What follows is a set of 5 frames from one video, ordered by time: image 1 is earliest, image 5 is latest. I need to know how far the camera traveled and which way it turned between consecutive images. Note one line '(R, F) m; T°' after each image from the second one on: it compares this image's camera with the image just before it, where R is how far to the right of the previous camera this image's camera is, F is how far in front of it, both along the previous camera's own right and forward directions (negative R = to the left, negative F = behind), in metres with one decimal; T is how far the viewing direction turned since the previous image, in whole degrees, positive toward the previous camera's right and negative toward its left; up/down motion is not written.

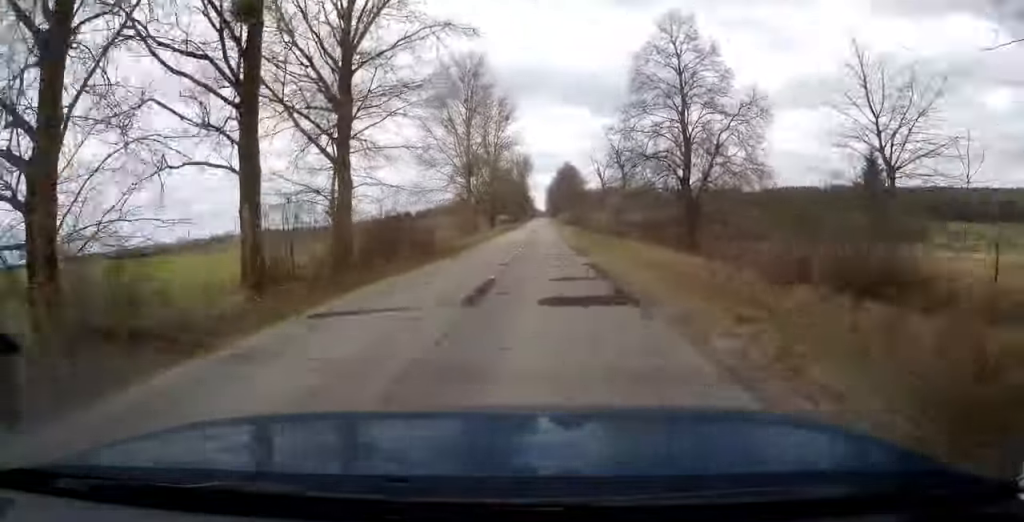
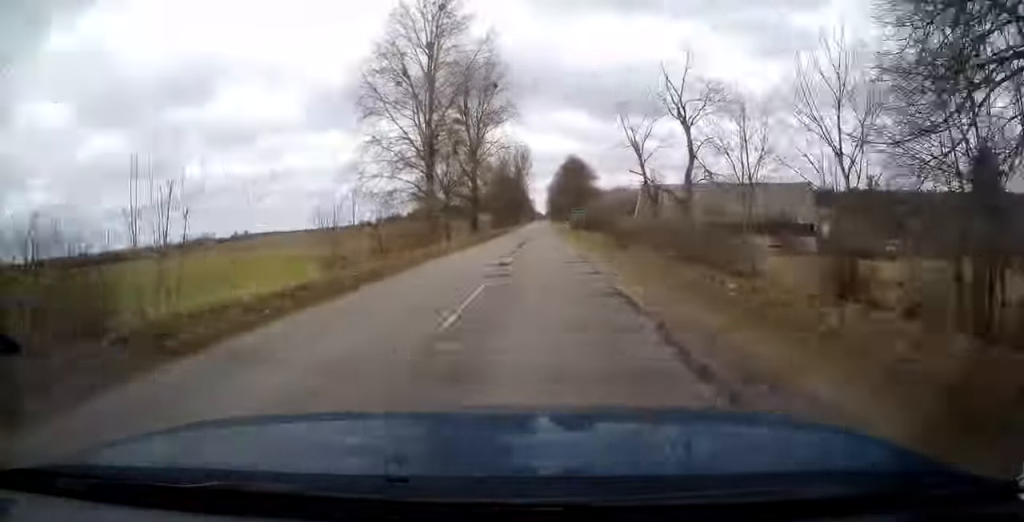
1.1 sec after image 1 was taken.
(0.0, +29.8) m; 0°
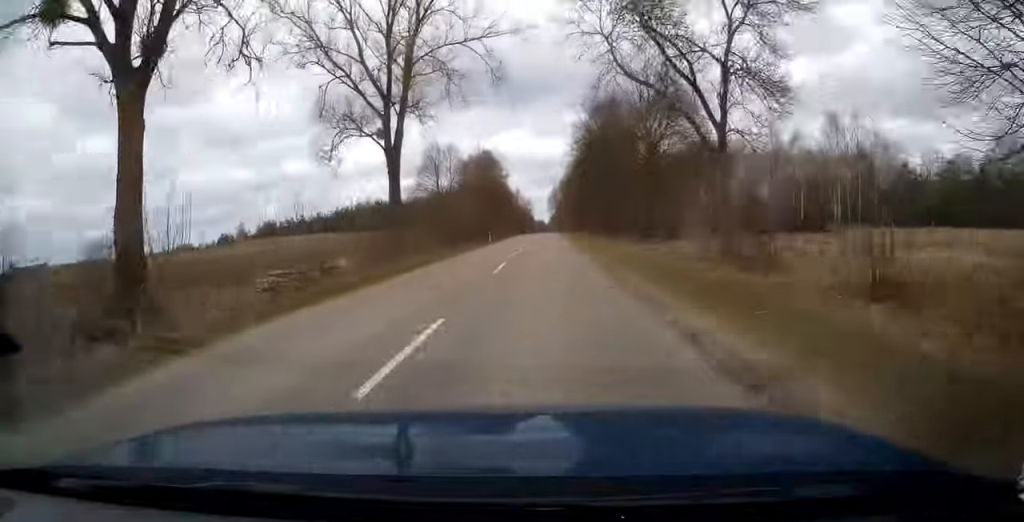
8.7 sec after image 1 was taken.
(+0.6, +208.9) m; 0°
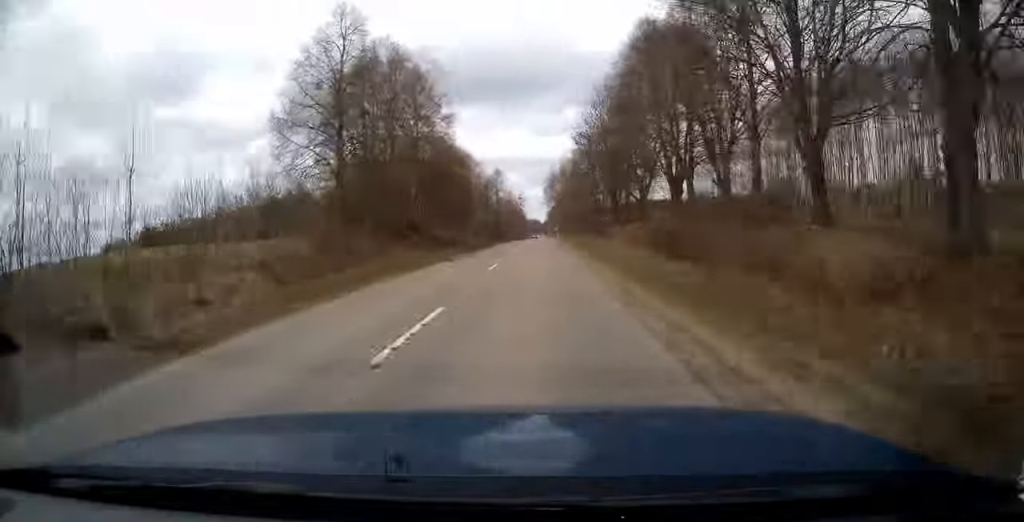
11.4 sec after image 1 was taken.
(-0.1, +75.5) m; 0°
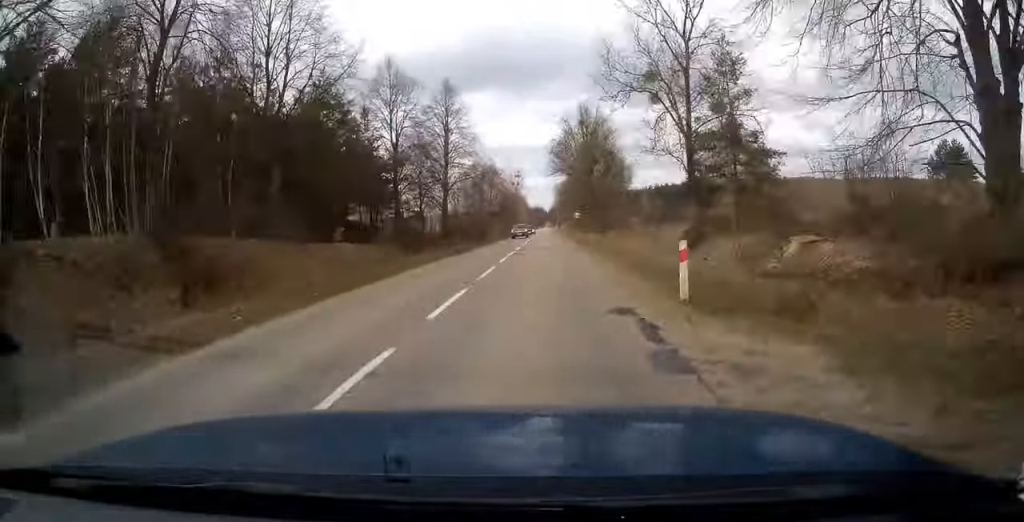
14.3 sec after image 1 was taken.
(-0.3, +80.7) m; 0°
